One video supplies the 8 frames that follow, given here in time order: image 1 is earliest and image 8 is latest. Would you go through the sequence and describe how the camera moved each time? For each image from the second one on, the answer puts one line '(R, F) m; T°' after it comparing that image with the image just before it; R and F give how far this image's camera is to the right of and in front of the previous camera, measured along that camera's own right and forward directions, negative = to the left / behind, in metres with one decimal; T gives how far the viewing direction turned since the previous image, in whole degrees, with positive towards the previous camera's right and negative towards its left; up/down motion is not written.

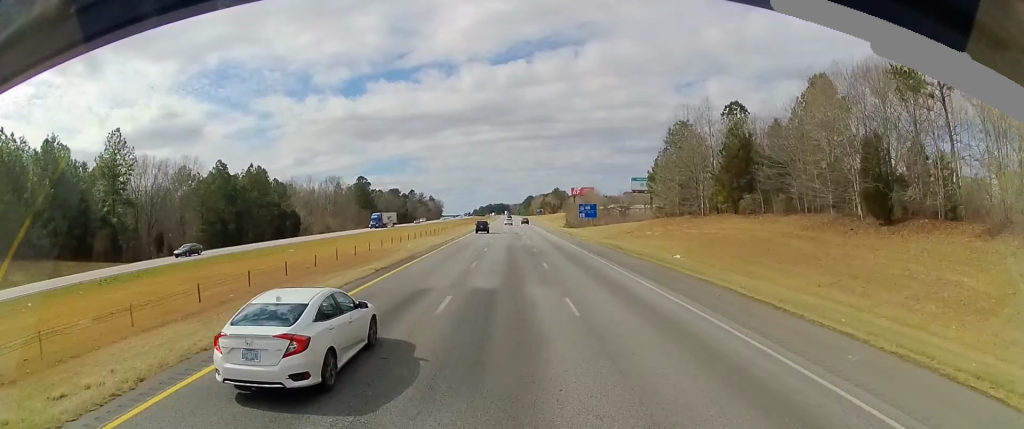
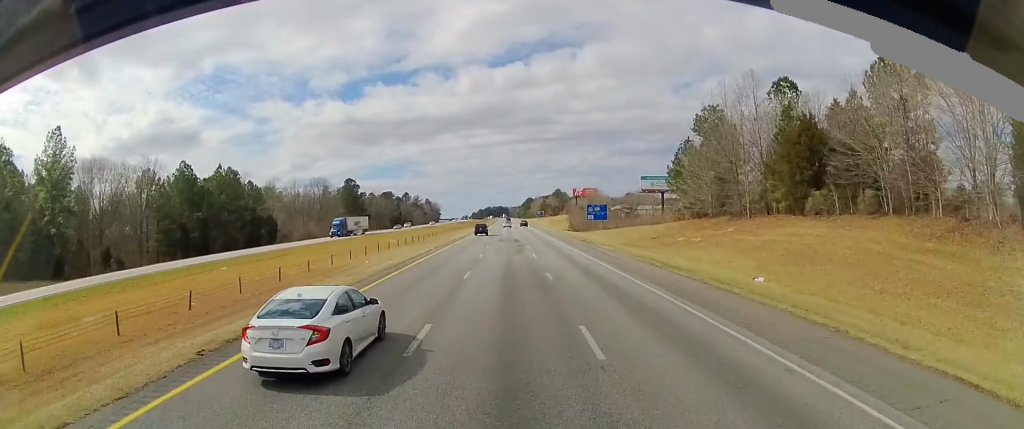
(0.0, +16.2) m; 0°
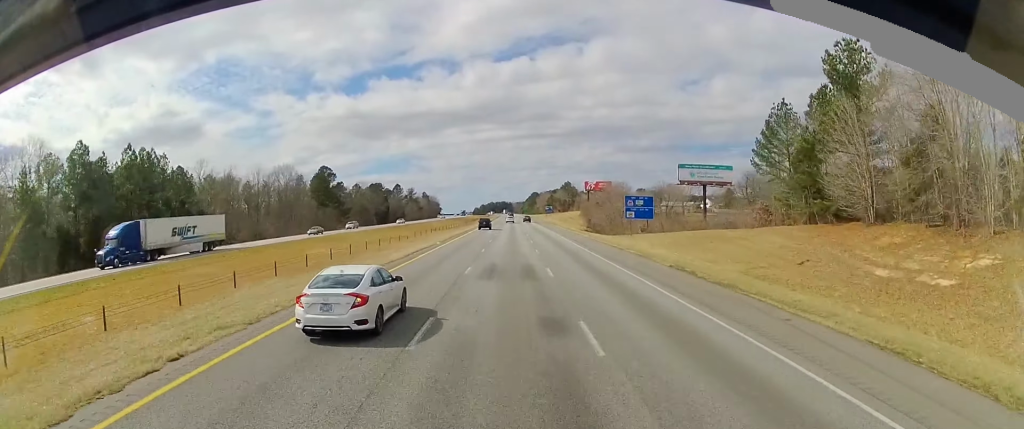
(0.0, +36.7) m; 0°
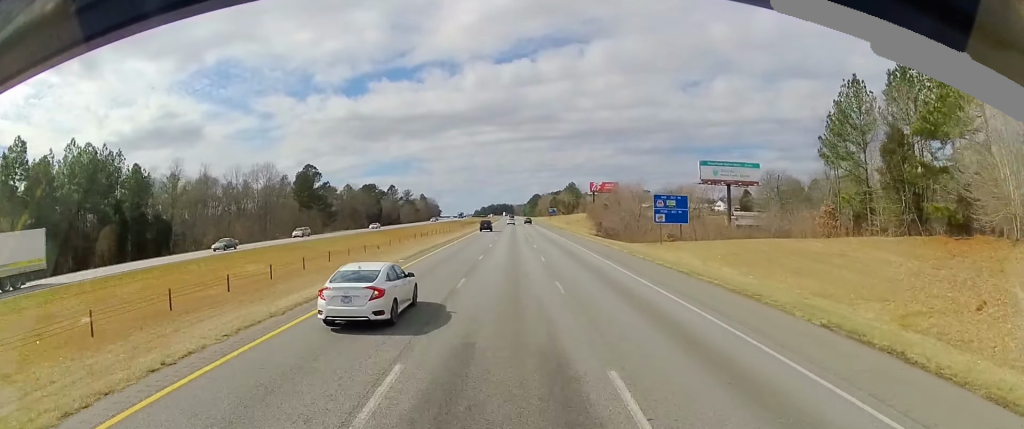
(0.0, +16.1) m; 0°
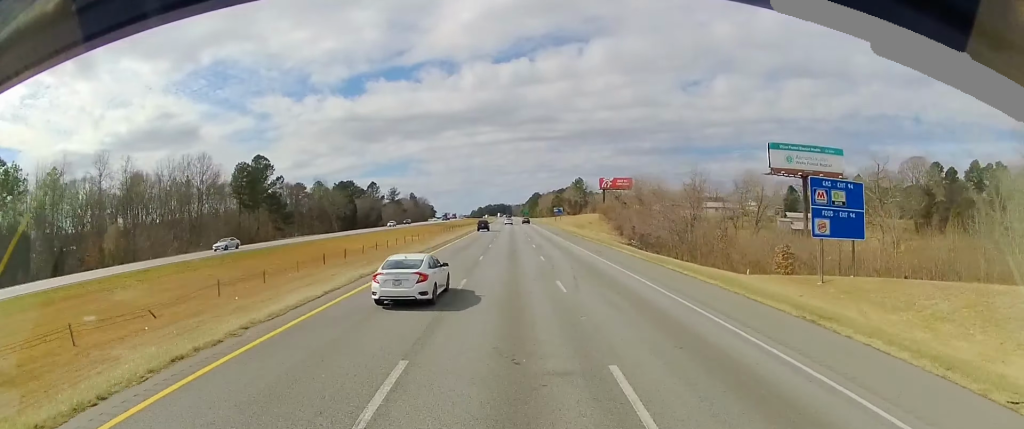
(+0.4, +36.5) m; +1°
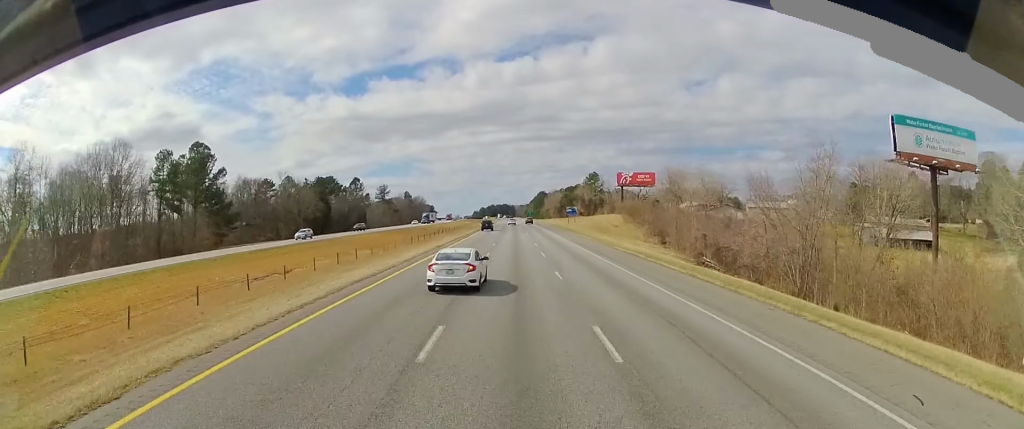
(-0.1, +33.3) m; -1°
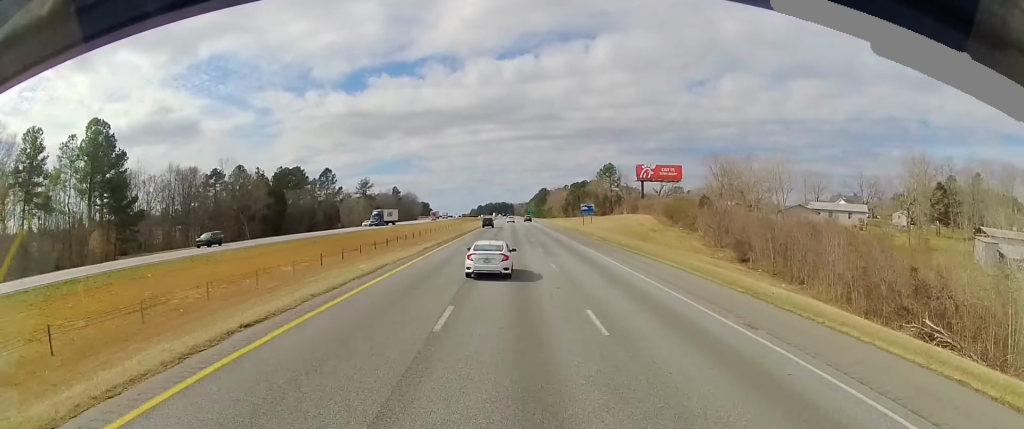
(-0.5, +35.3) m; 0°
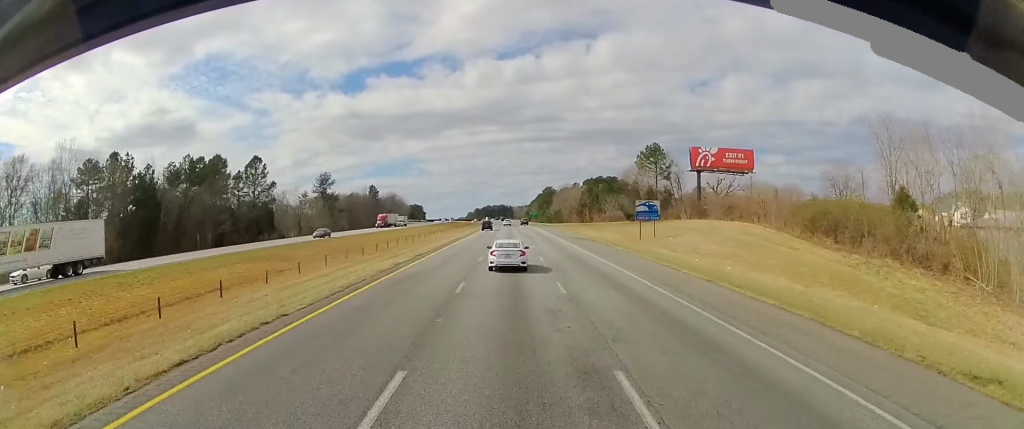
(+0.2, +54.6) m; 0°
